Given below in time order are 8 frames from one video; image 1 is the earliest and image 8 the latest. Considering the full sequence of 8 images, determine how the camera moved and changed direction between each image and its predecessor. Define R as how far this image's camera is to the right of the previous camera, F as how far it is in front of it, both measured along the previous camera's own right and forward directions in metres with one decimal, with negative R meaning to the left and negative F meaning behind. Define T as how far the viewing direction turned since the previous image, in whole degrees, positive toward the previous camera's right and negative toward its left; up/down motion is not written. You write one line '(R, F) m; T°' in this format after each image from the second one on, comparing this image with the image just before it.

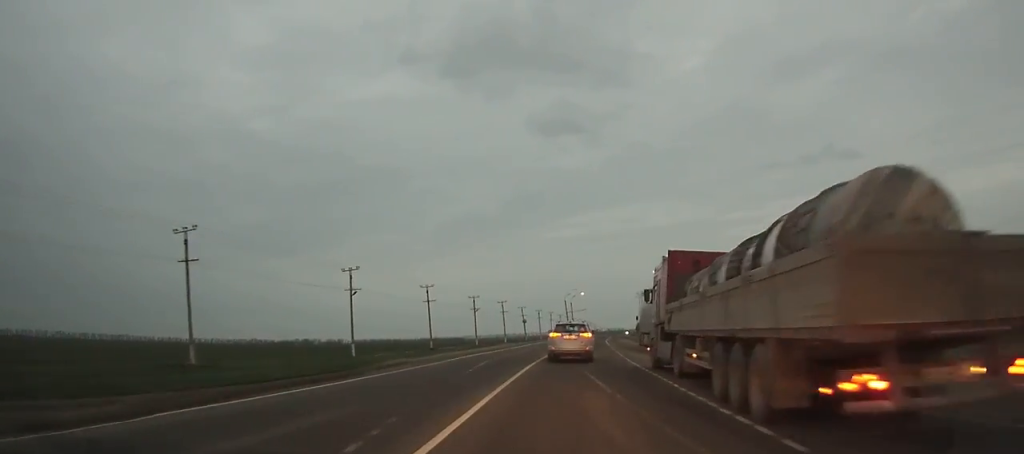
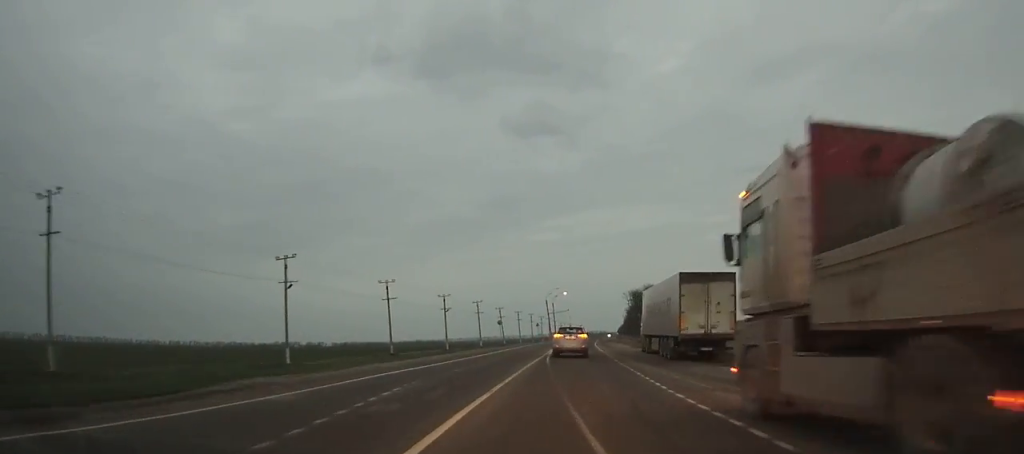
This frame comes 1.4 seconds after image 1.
(+0.2, +13.7) m; +1°
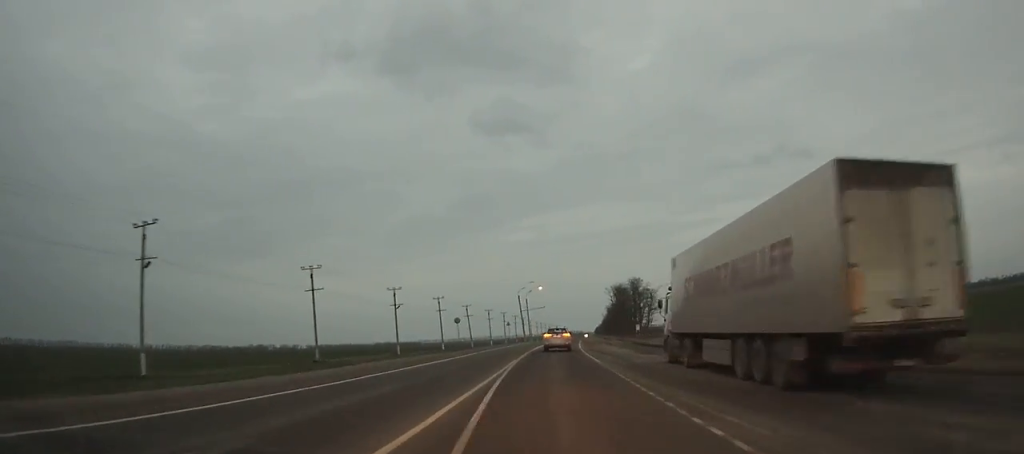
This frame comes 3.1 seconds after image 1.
(+0.2, +18.3) m; +1°
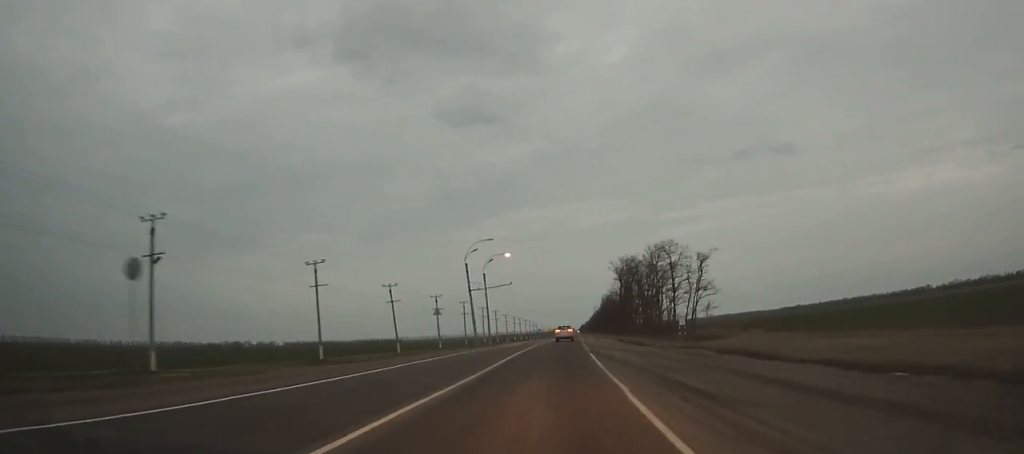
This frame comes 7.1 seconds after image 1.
(+1.0, +52.0) m; +2°
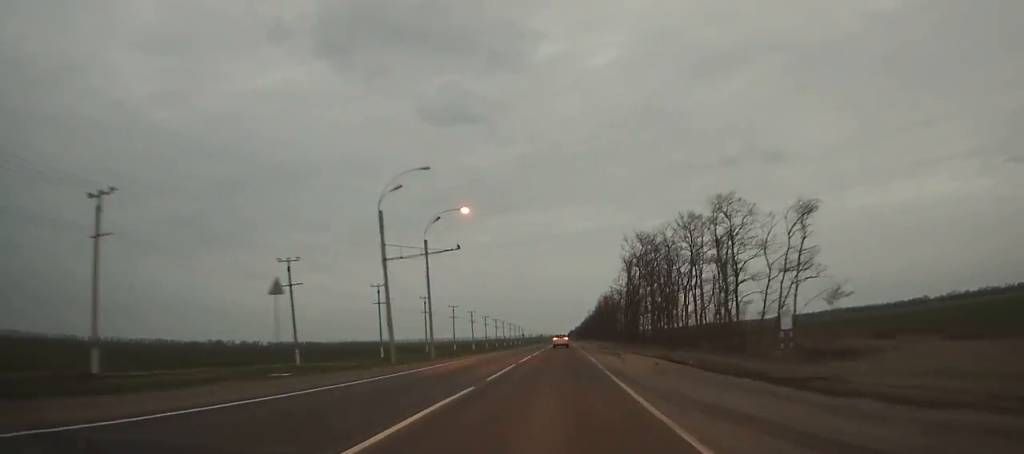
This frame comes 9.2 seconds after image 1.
(+0.2, +31.2) m; +1°
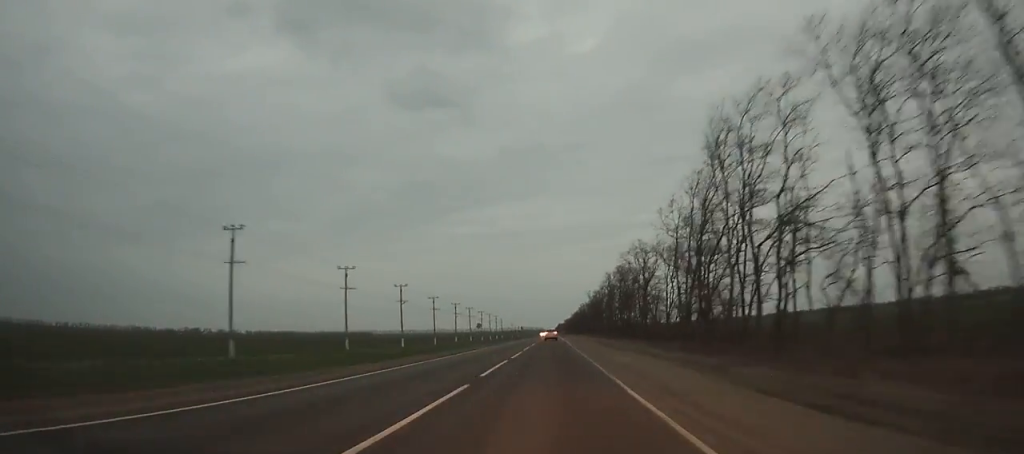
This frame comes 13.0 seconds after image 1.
(+0.8, +63.2) m; +1°
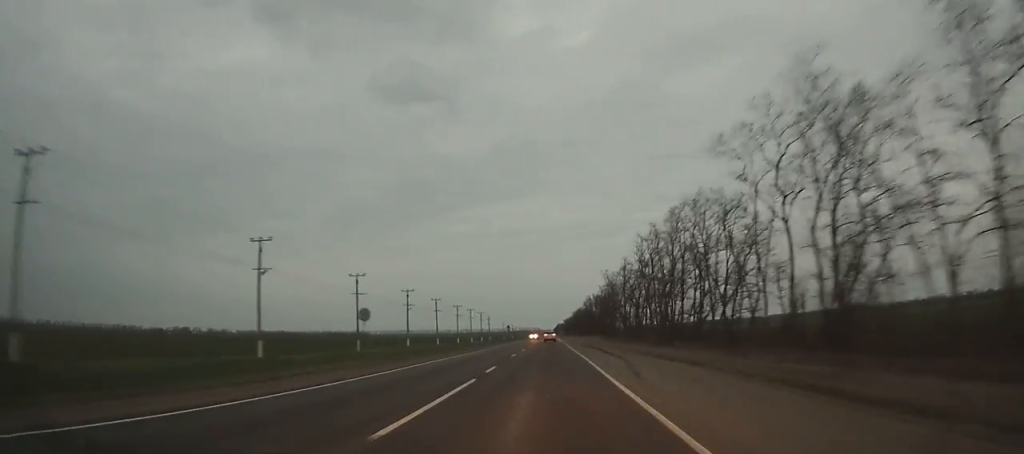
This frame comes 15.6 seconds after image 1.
(+0.1, +47.2) m; 0°
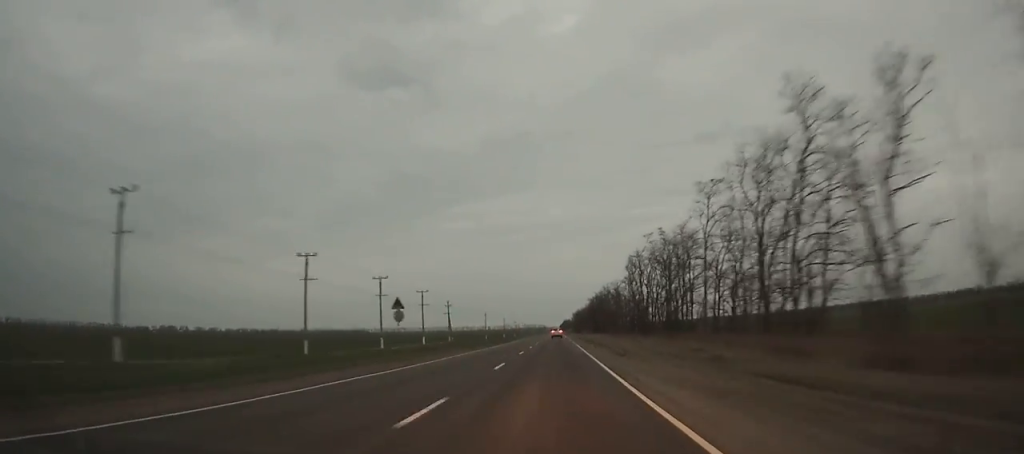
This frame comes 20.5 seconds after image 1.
(-0.7, +96.0) m; -1°
